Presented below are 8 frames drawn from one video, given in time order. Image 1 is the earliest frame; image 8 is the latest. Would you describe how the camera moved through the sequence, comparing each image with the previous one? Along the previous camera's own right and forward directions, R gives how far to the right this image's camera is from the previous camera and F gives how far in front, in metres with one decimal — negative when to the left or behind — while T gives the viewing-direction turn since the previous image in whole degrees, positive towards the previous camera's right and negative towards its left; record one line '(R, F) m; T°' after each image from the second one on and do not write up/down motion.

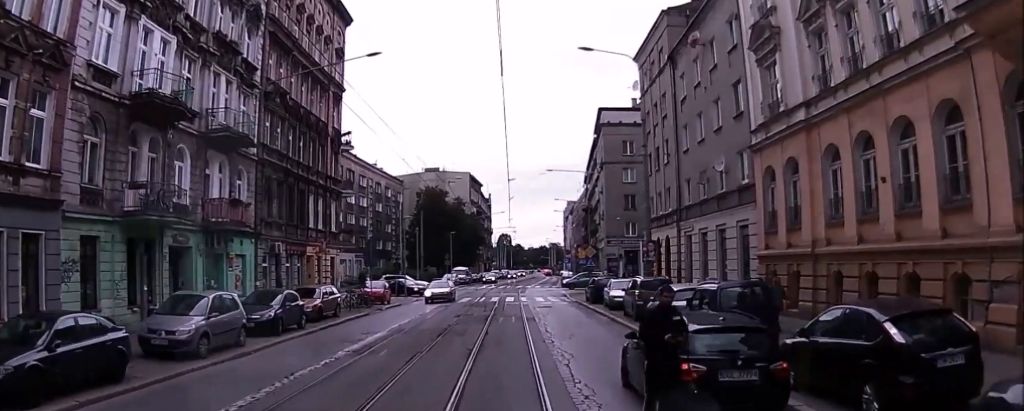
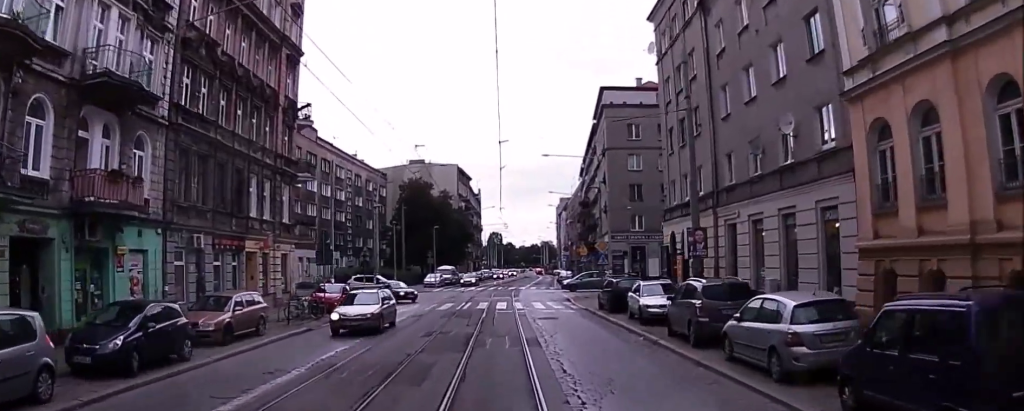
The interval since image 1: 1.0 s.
(+2.1, +8.2) m; +1°
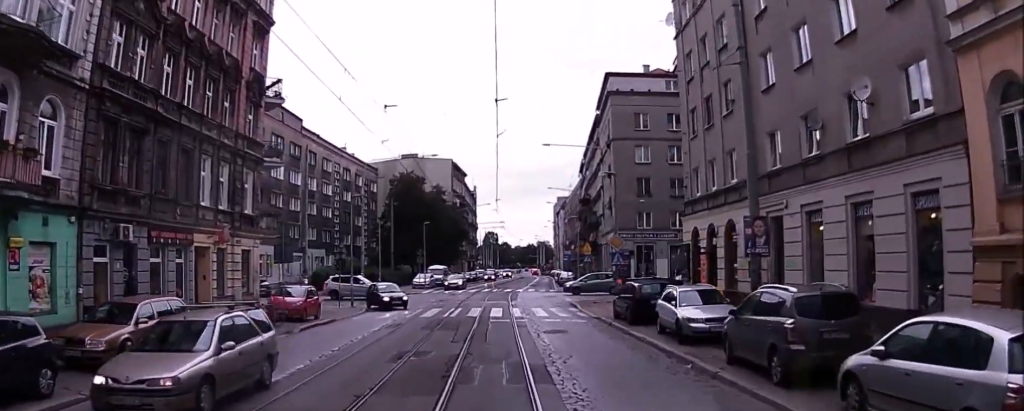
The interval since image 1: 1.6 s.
(-1.1, +5.0) m; -4°
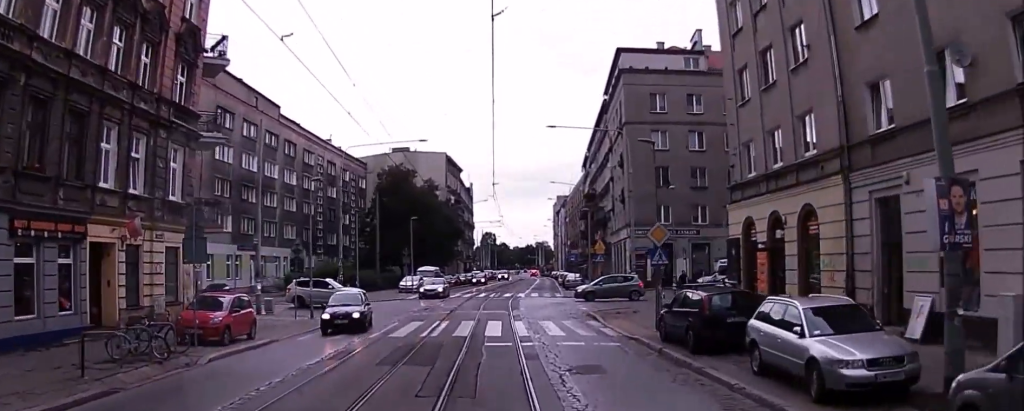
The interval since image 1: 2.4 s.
(-0.3, +7.3) m; -1°
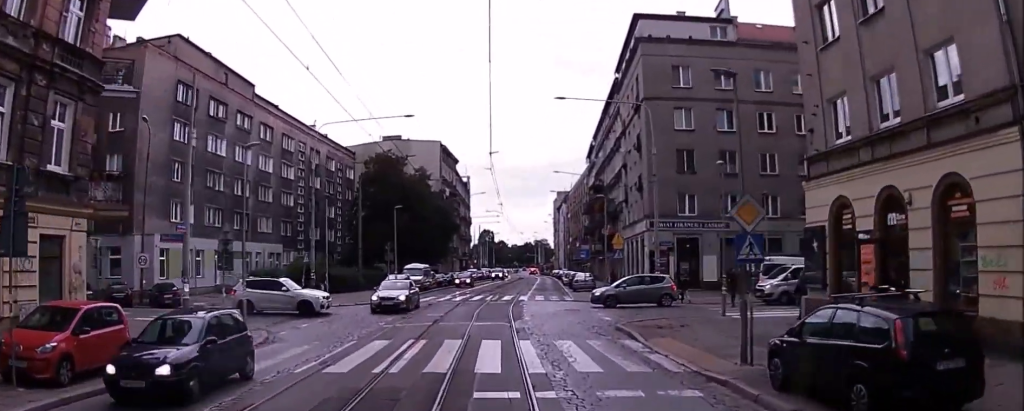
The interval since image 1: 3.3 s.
(+0.4, +7.4) m; +1°
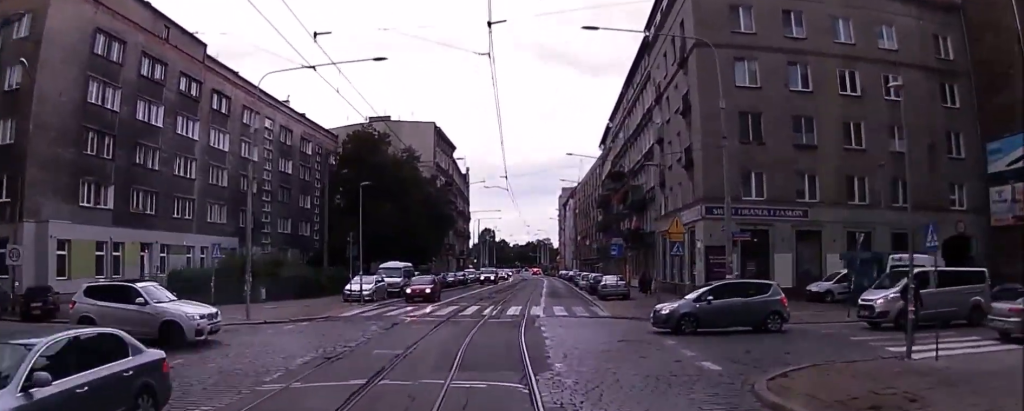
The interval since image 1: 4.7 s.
(-0.6, +11.9) m; -2°
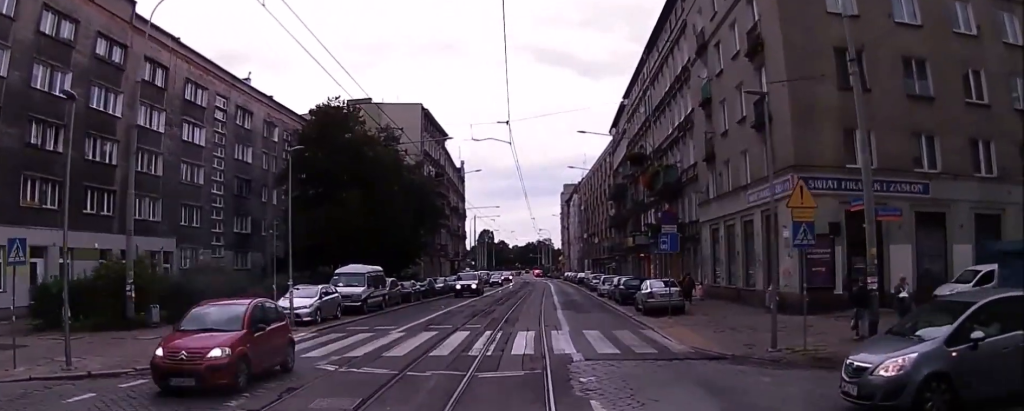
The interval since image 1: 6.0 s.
(+0.3, +11.1) m; 0°
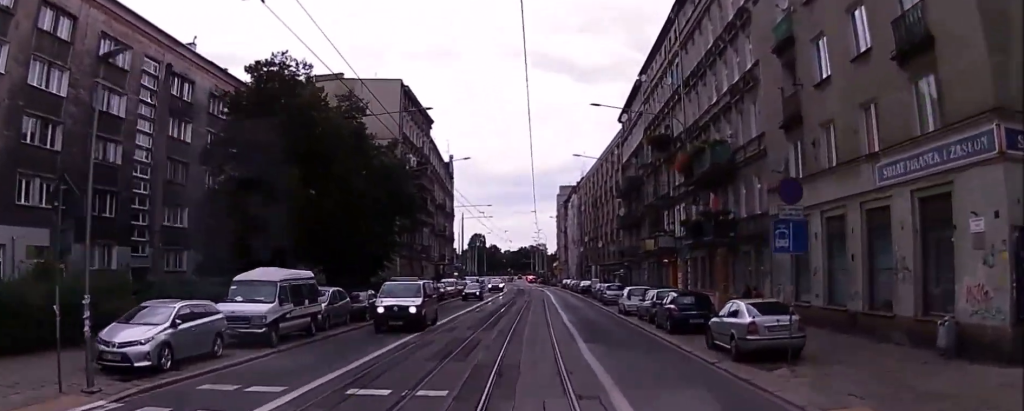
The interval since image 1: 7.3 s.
(-0.4, +11.1) m; 0°
